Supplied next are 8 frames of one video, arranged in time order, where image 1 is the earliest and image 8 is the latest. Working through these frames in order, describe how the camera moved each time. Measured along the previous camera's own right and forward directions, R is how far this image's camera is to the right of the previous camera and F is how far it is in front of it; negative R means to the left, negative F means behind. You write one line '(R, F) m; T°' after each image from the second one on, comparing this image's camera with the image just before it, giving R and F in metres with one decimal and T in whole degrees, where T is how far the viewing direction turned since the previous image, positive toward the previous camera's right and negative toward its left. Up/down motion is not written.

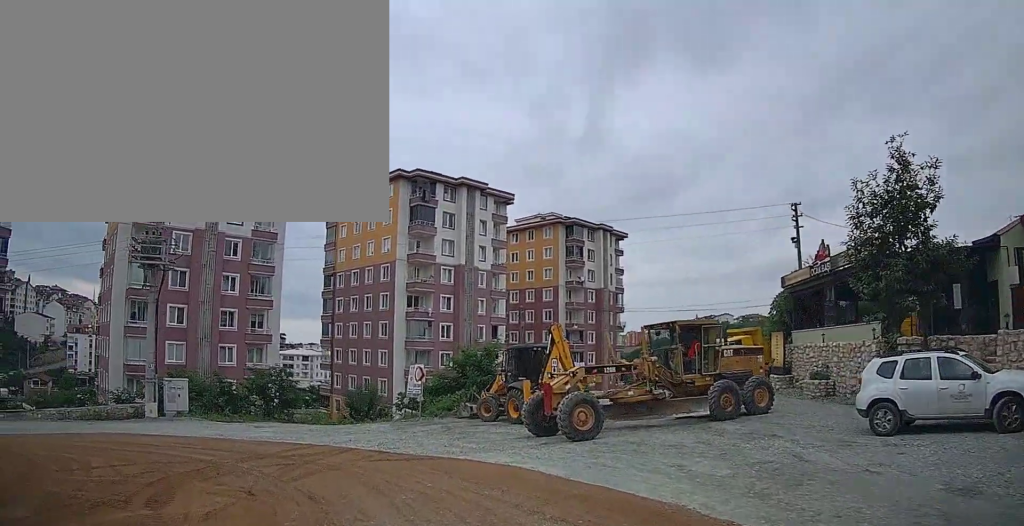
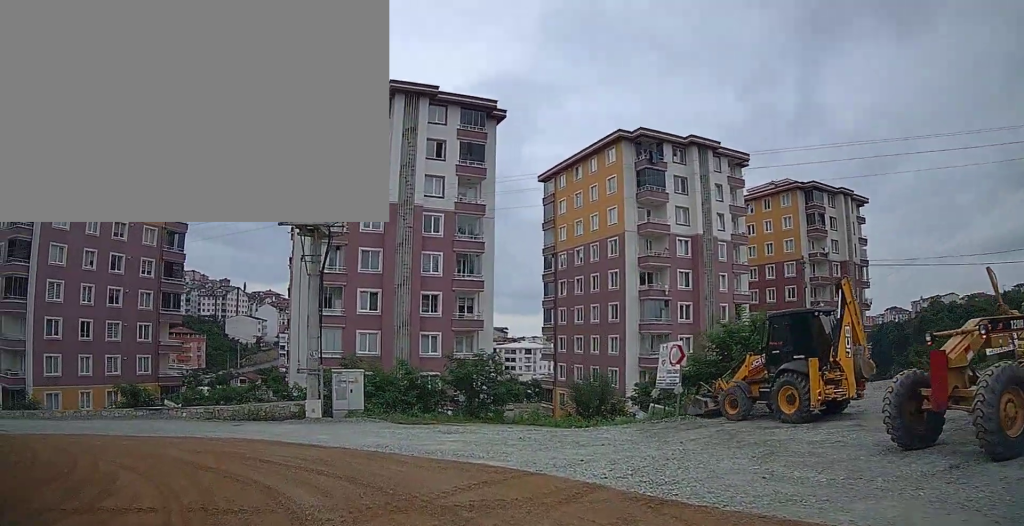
(-1.1, +7.2) m; -22°
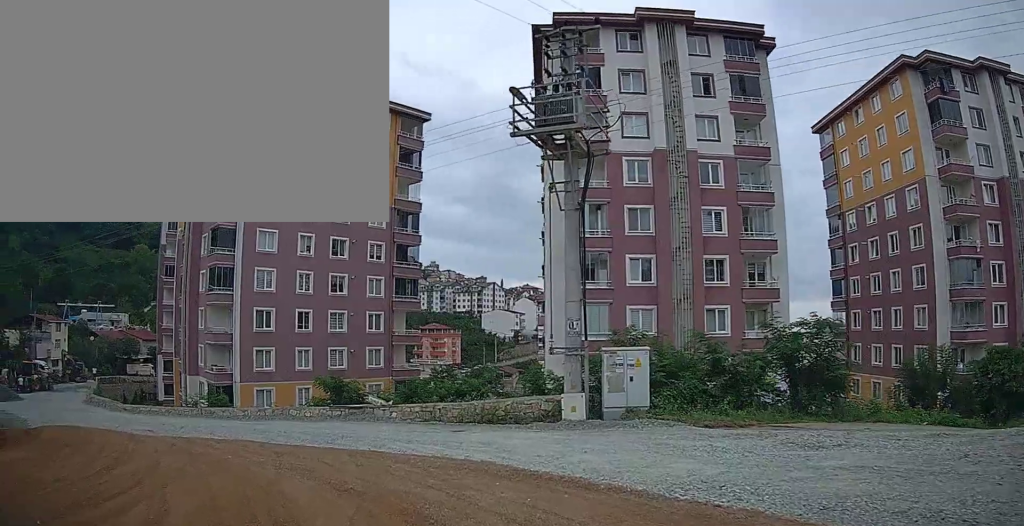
(-1.8, +7.7) m; -26°
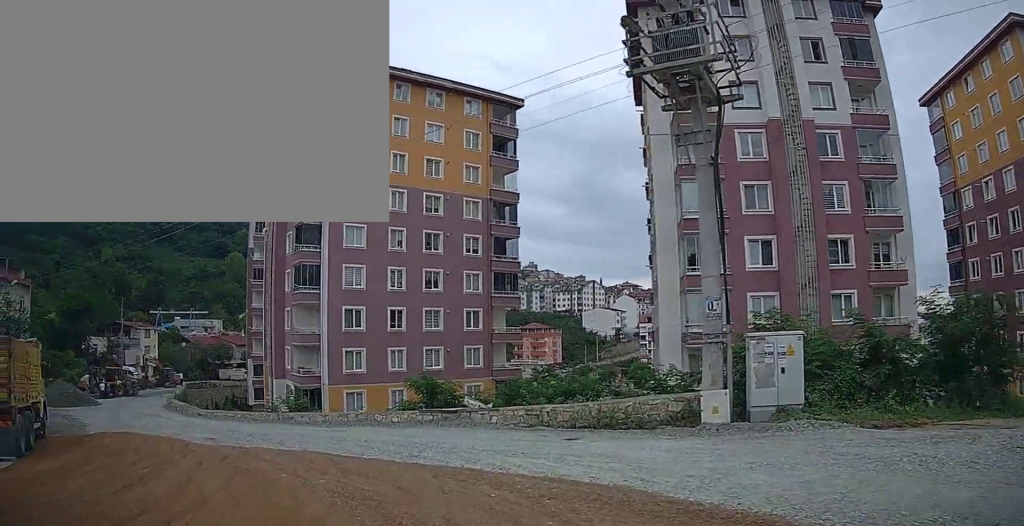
(-0.1, +2.9) m; -10°
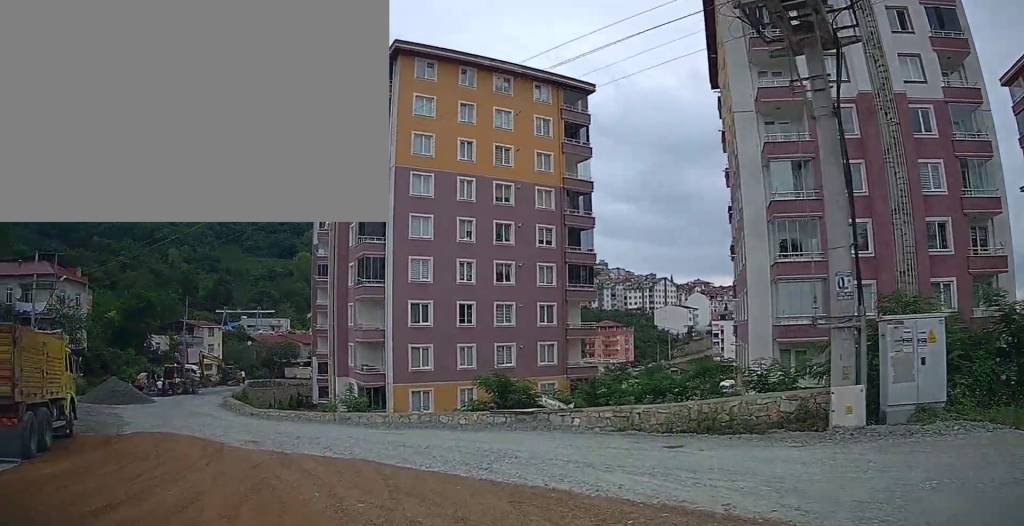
(-0.4, +2.2) m; -5°
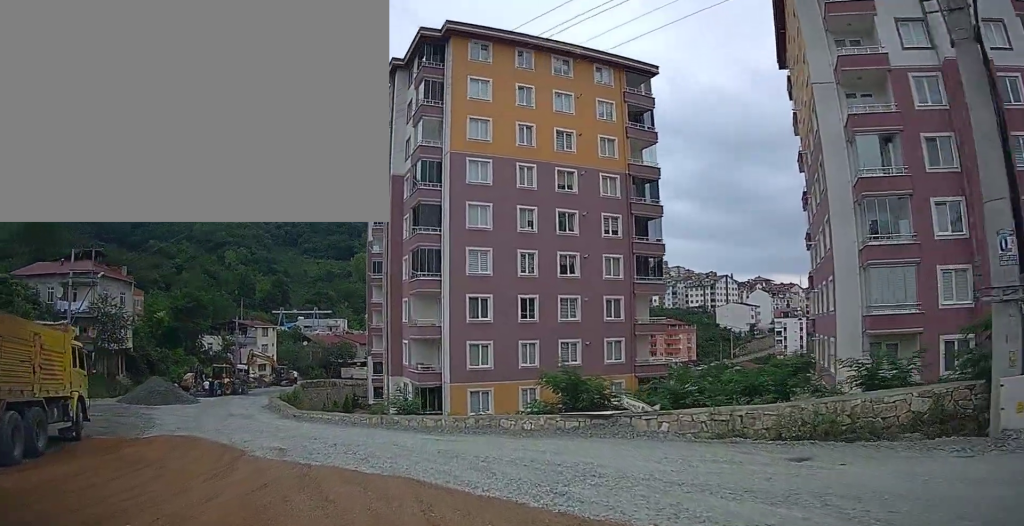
(-0.2, +2.7) m; -6°
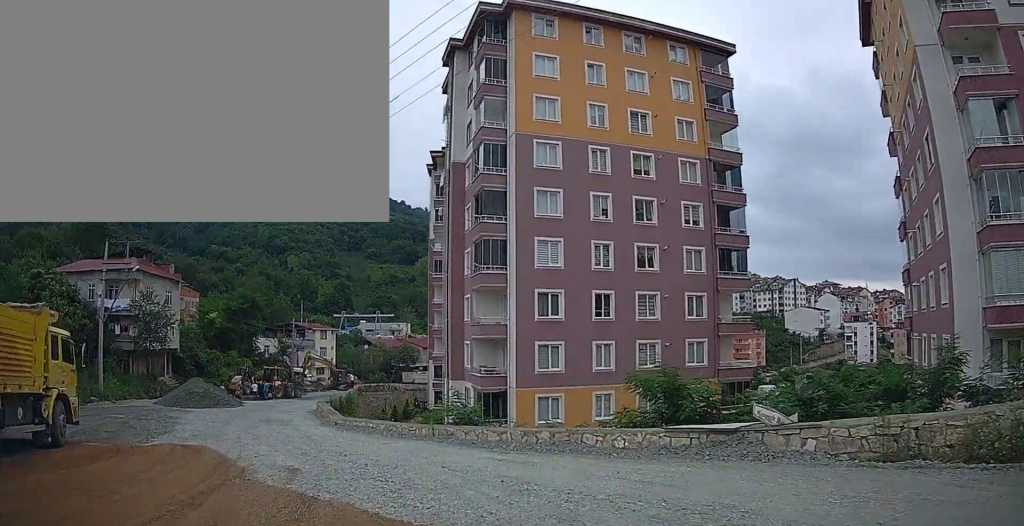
(+0.1, +3.6) m; -7°
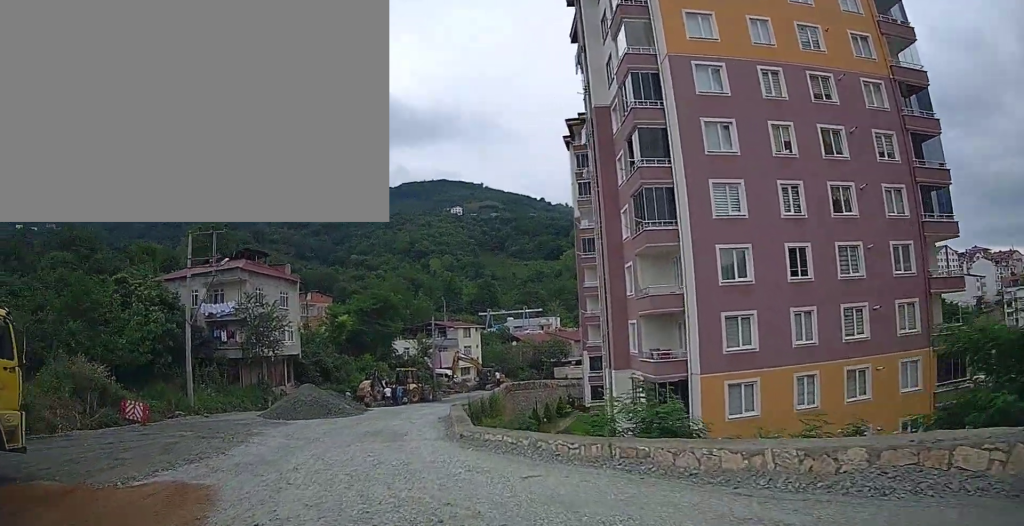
(-1.1, +6.8) m; -16°
